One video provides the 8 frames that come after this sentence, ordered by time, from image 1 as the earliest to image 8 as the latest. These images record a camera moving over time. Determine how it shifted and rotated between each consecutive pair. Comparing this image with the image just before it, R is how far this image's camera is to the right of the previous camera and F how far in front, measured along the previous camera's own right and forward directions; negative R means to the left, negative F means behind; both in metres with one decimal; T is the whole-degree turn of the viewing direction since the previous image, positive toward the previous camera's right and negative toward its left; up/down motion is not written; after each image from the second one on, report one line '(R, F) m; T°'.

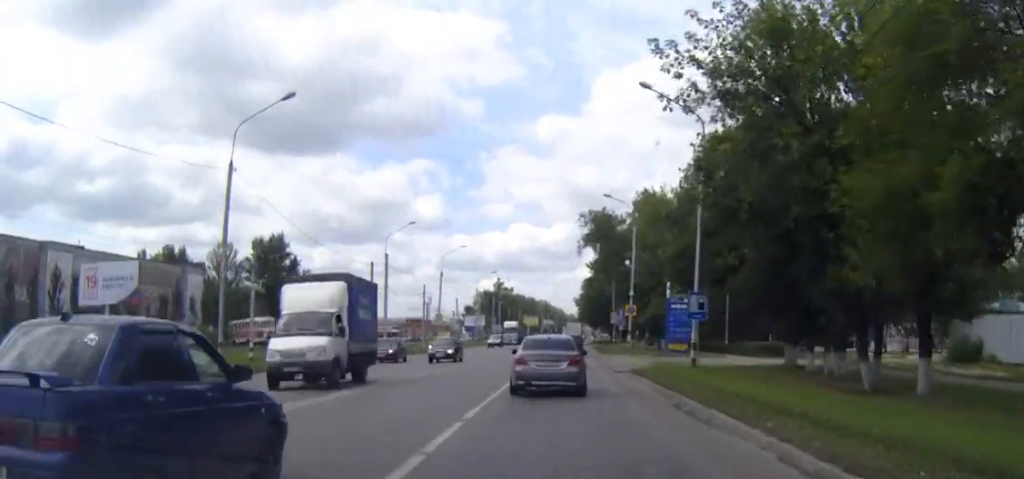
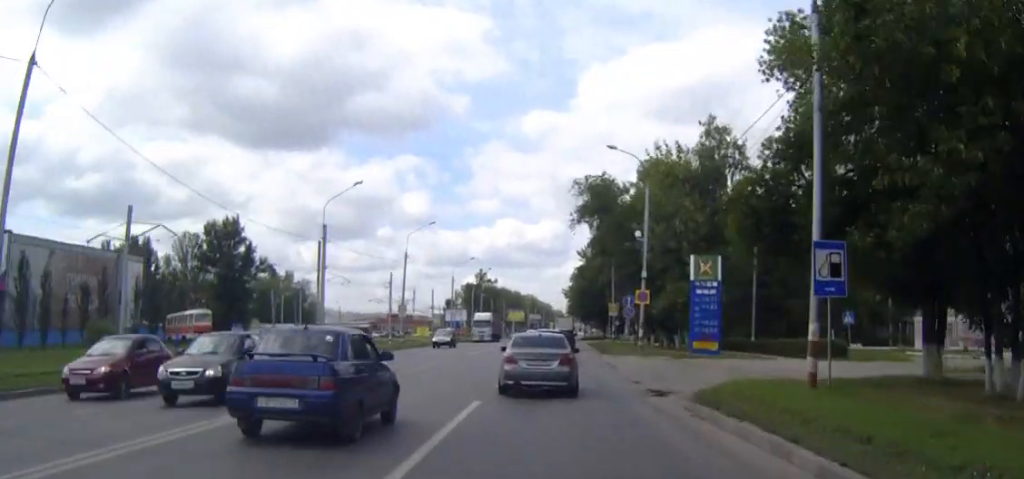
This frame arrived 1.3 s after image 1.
(0.0, +16.4) m; 0°
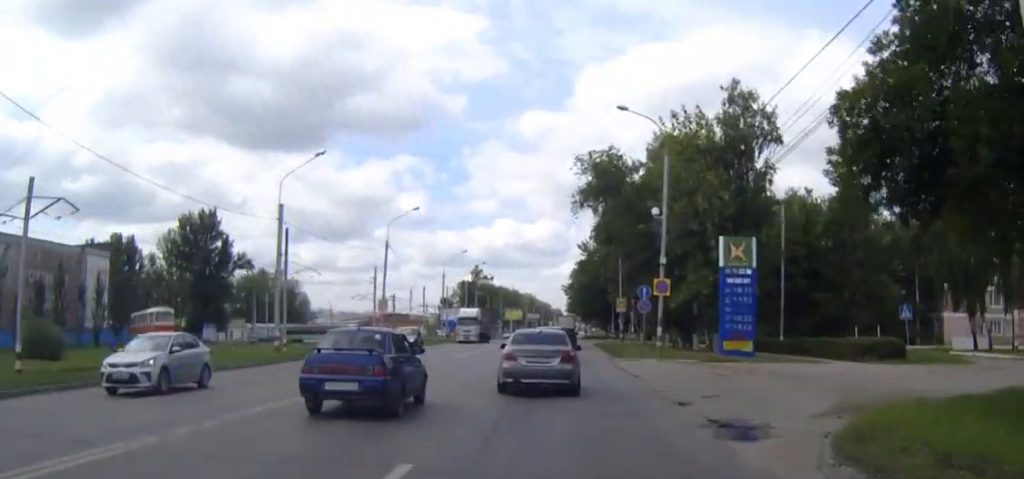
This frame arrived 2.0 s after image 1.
(0.0, +8.8) m; 0°
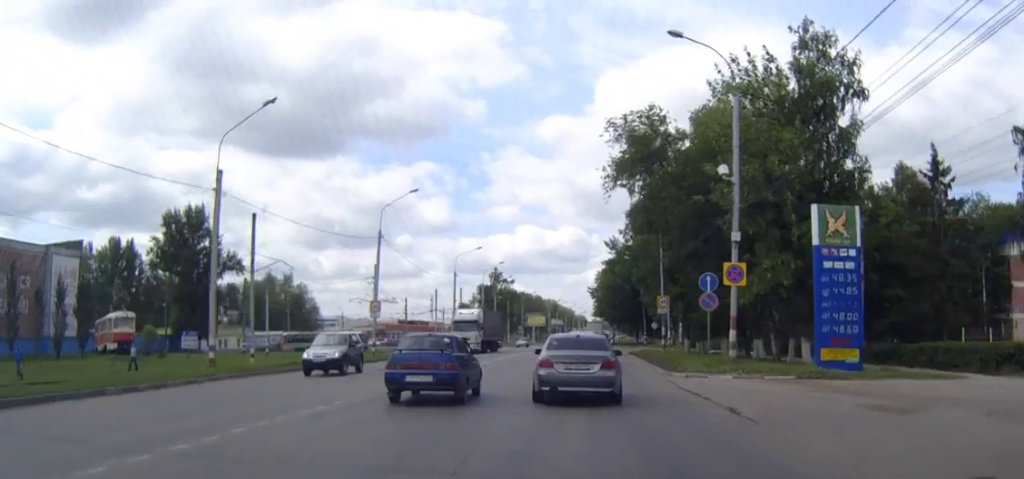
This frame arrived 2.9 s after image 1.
(-0.1, +11.4) m; 0°
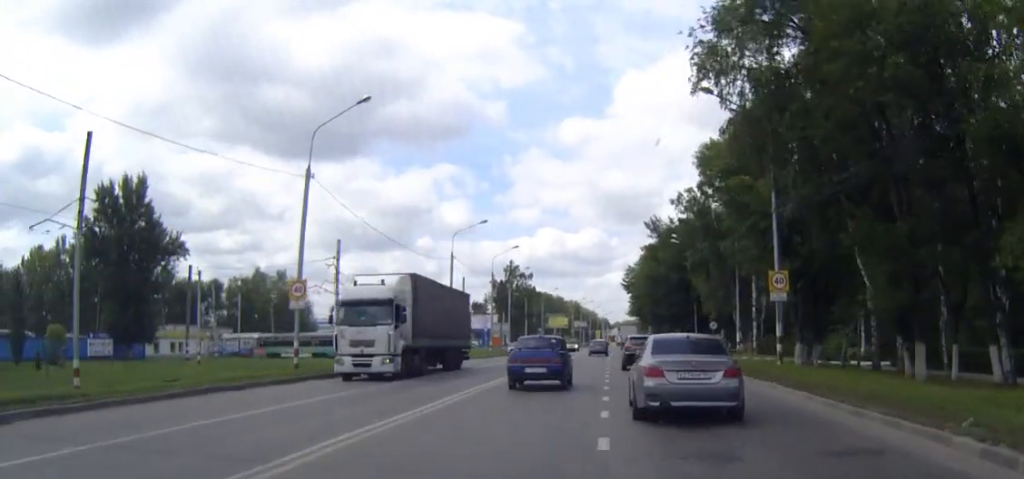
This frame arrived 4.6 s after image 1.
(+0.2, +22.1) m; 0°
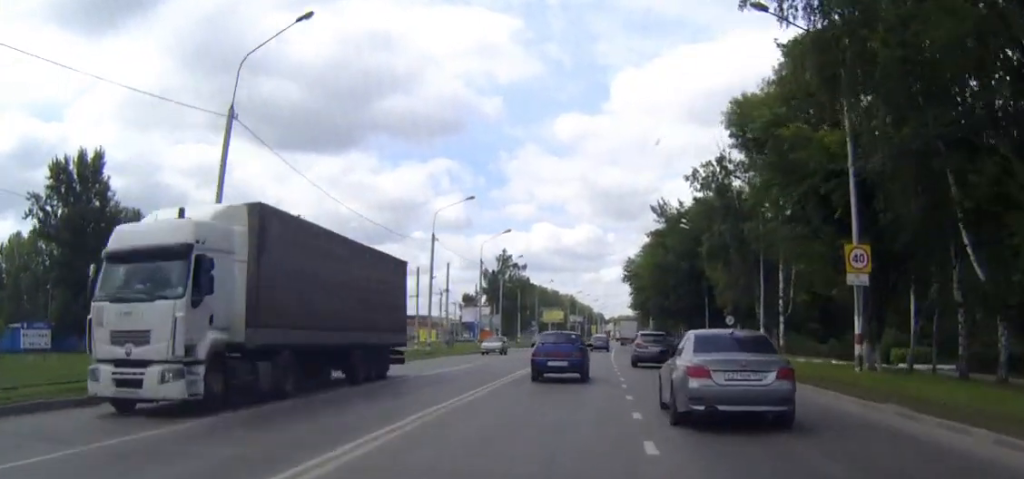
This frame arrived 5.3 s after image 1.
(-0.2, +9.1) m; 0°
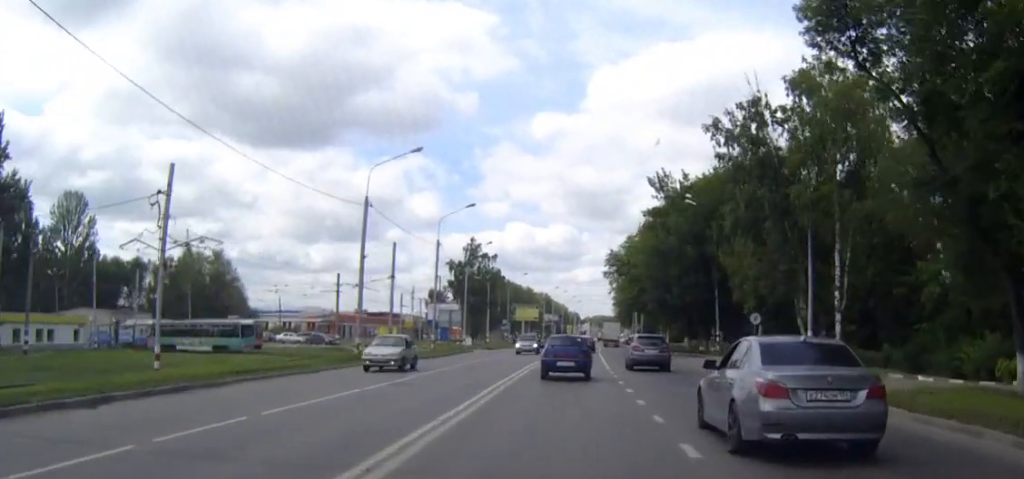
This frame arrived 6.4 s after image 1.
(0.0, +15.7) m; +1°
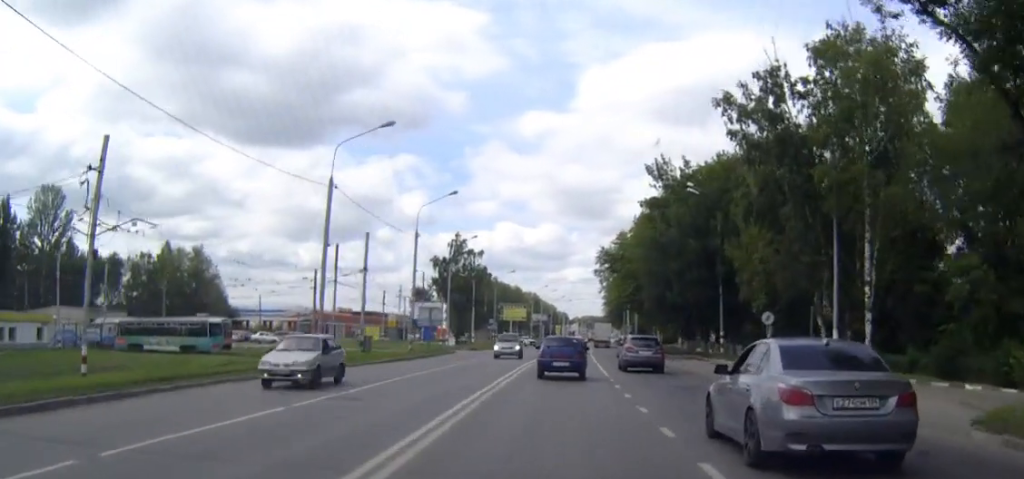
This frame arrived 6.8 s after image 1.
(0.0, +5.6) m; +1°
